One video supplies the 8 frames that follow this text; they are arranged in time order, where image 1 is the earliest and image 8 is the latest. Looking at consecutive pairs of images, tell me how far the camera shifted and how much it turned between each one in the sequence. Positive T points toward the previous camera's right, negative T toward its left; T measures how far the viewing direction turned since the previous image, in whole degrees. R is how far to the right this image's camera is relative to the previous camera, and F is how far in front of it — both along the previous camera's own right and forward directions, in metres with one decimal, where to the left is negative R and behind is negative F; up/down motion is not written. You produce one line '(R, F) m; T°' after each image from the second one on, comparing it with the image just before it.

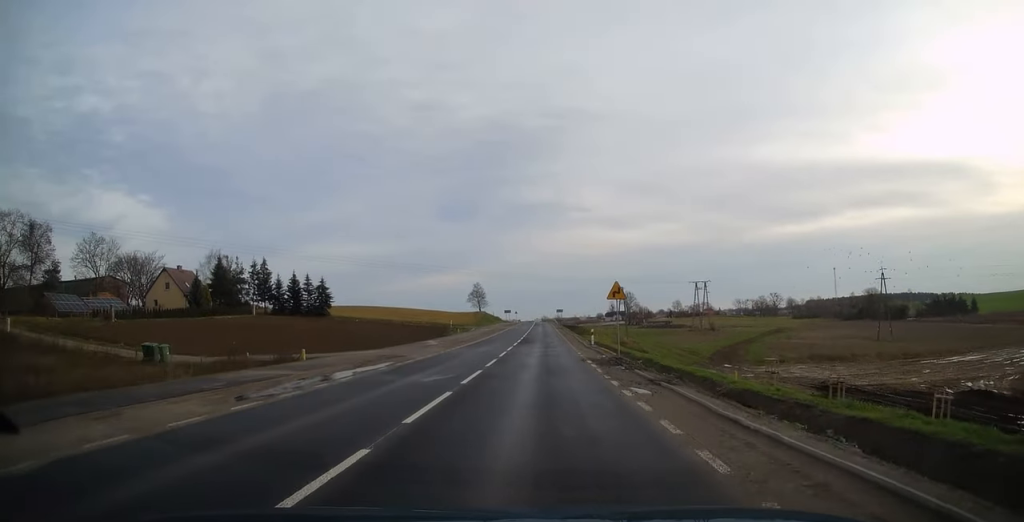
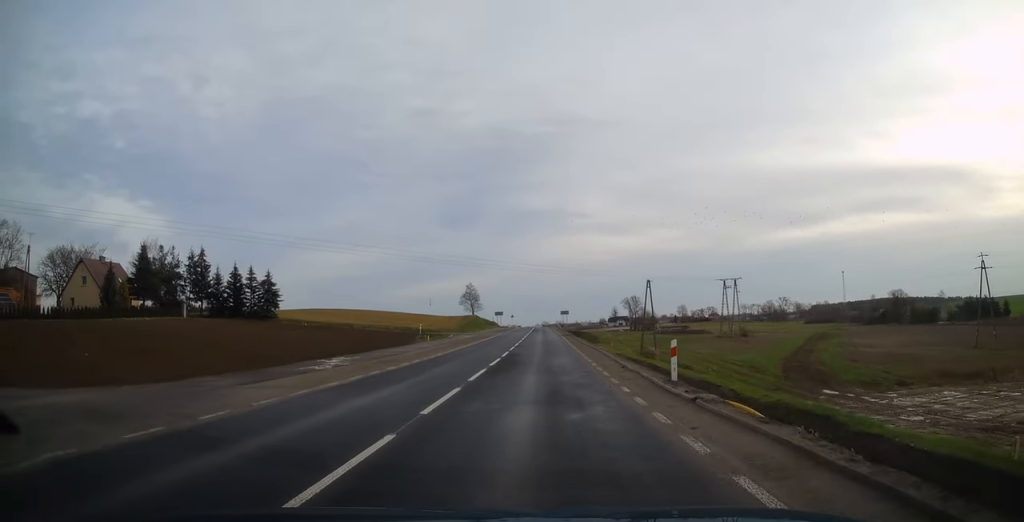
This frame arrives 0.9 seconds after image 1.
(0.0, +22.6) m; +1°
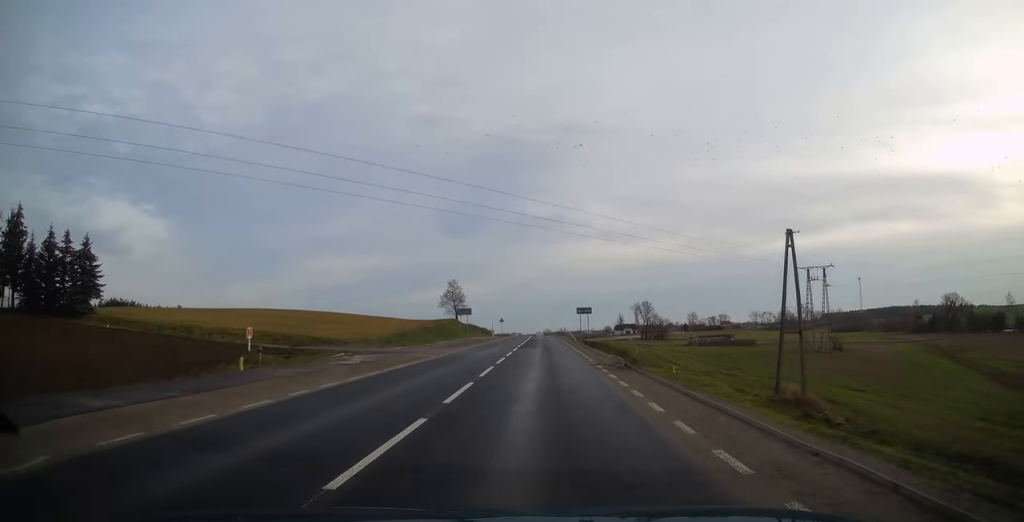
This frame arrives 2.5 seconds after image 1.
(+0.1, +40.0) m; 0°
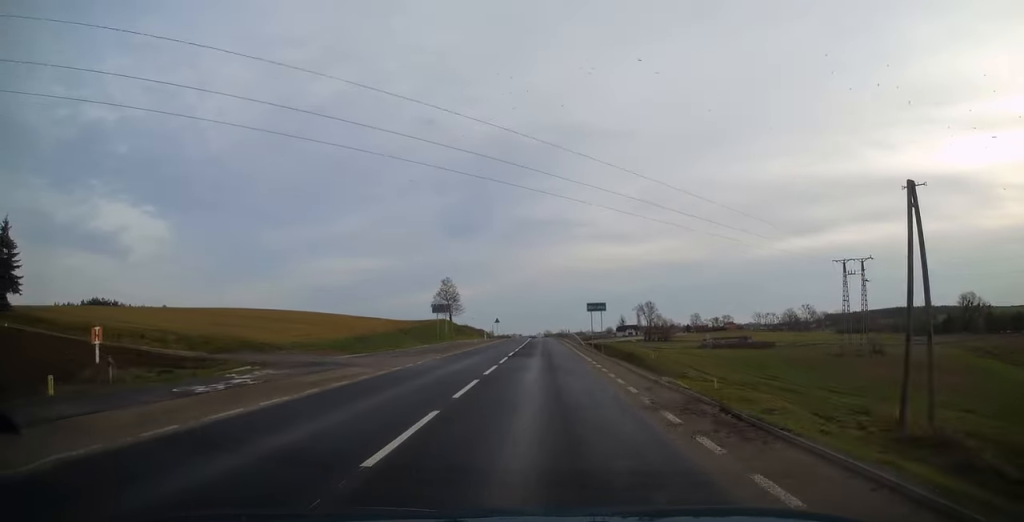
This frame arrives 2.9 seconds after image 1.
(0.0, +11.0) m; 0°
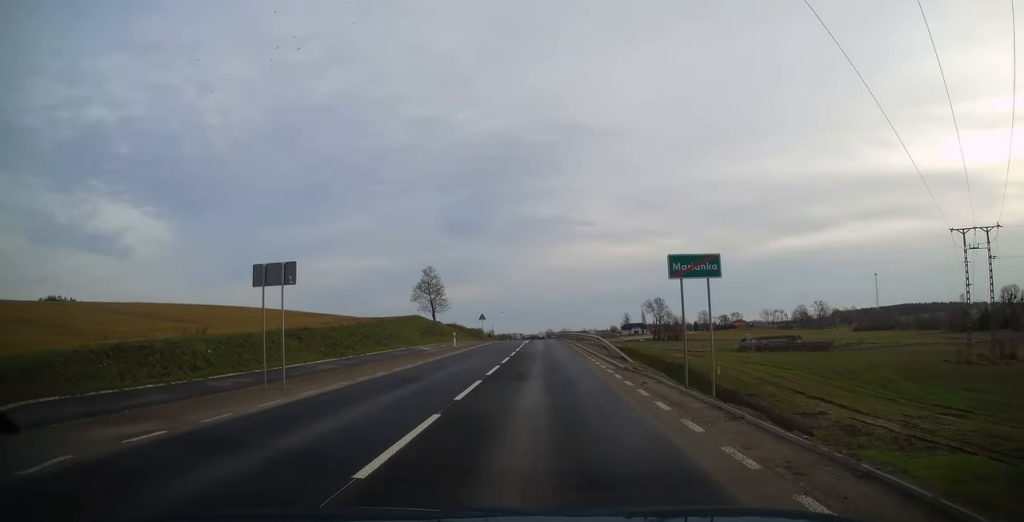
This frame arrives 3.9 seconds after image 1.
(+0.3, +24.4) m; 0°
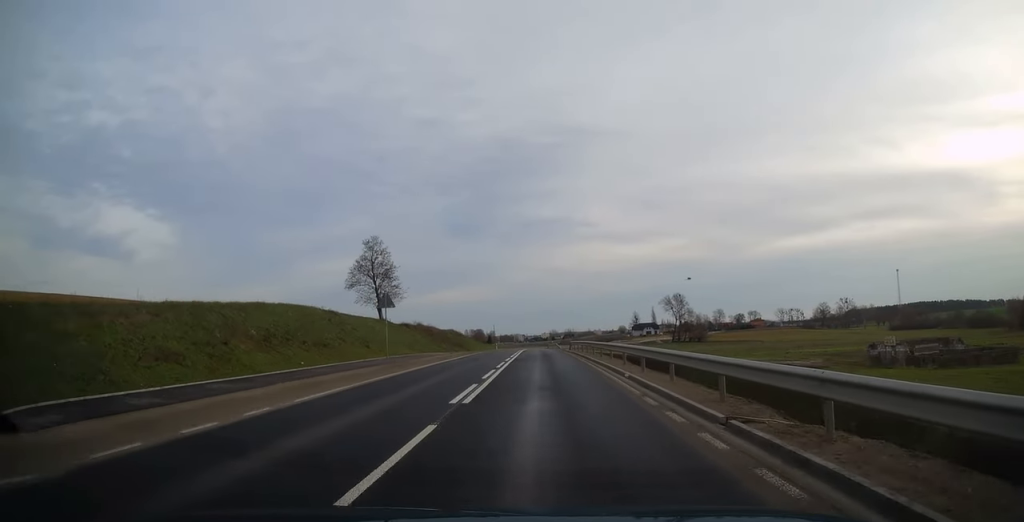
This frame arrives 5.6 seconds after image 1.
(-0.6, +42.9) m; 0°
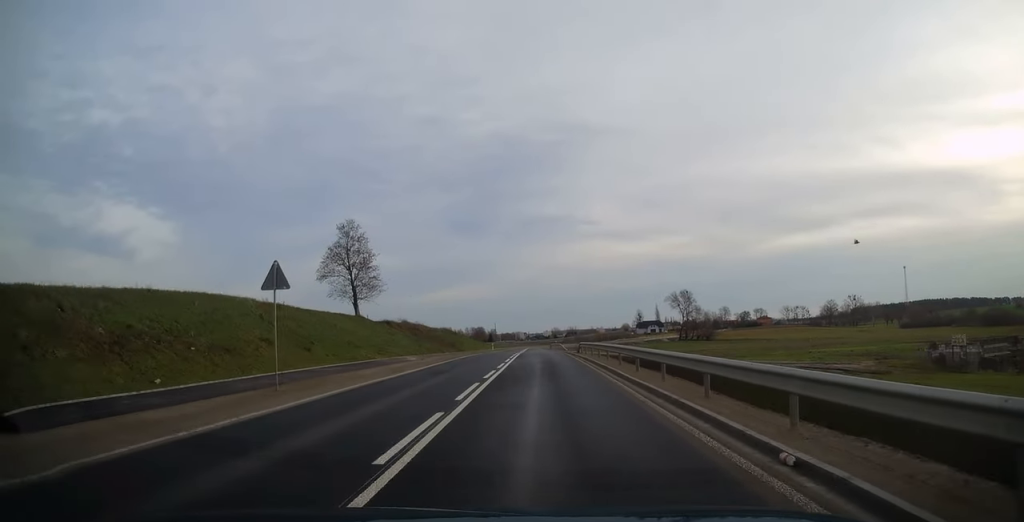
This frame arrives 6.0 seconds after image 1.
(+0.1, +11.2) m; 0°
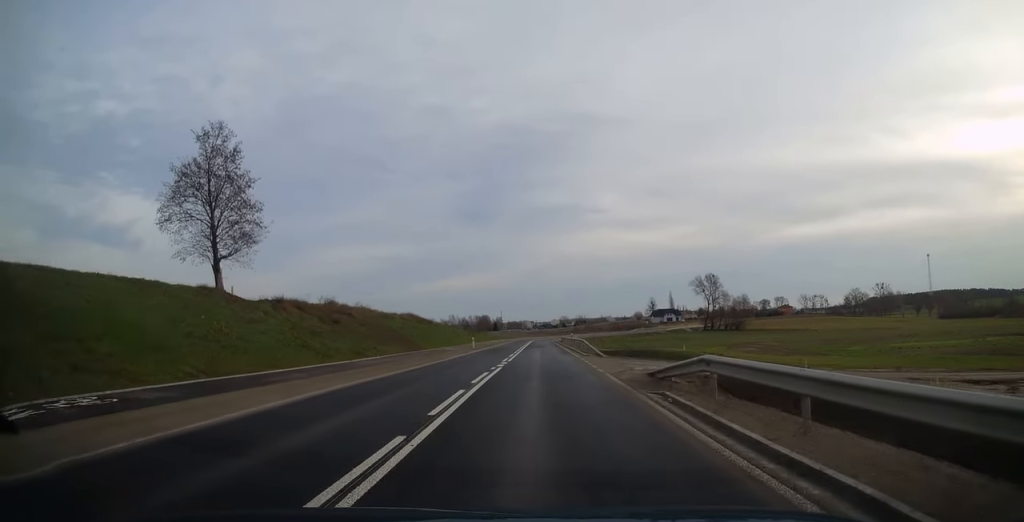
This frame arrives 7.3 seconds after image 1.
(0.0, +32.7) m; -1°
